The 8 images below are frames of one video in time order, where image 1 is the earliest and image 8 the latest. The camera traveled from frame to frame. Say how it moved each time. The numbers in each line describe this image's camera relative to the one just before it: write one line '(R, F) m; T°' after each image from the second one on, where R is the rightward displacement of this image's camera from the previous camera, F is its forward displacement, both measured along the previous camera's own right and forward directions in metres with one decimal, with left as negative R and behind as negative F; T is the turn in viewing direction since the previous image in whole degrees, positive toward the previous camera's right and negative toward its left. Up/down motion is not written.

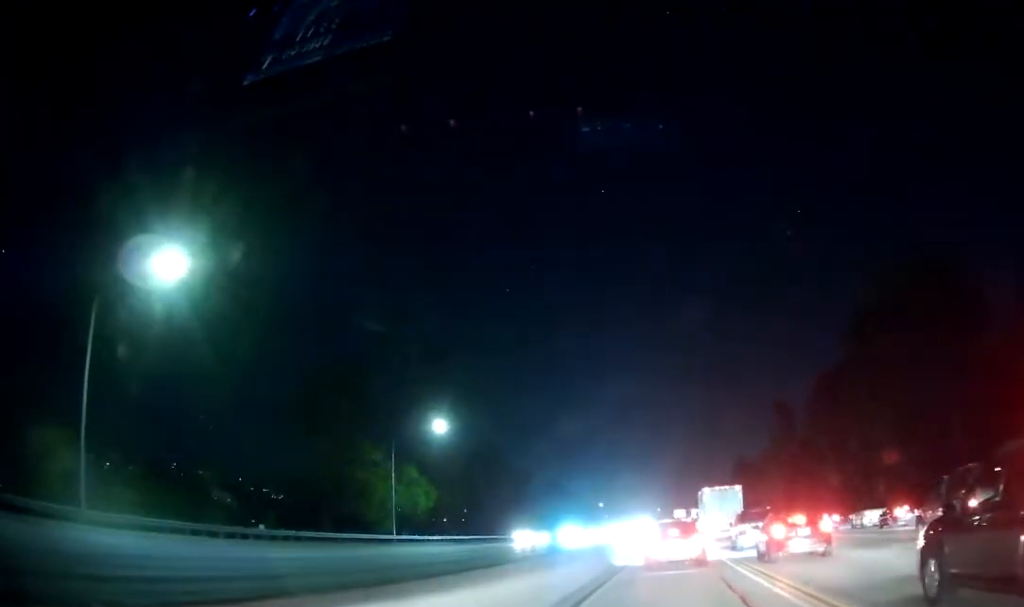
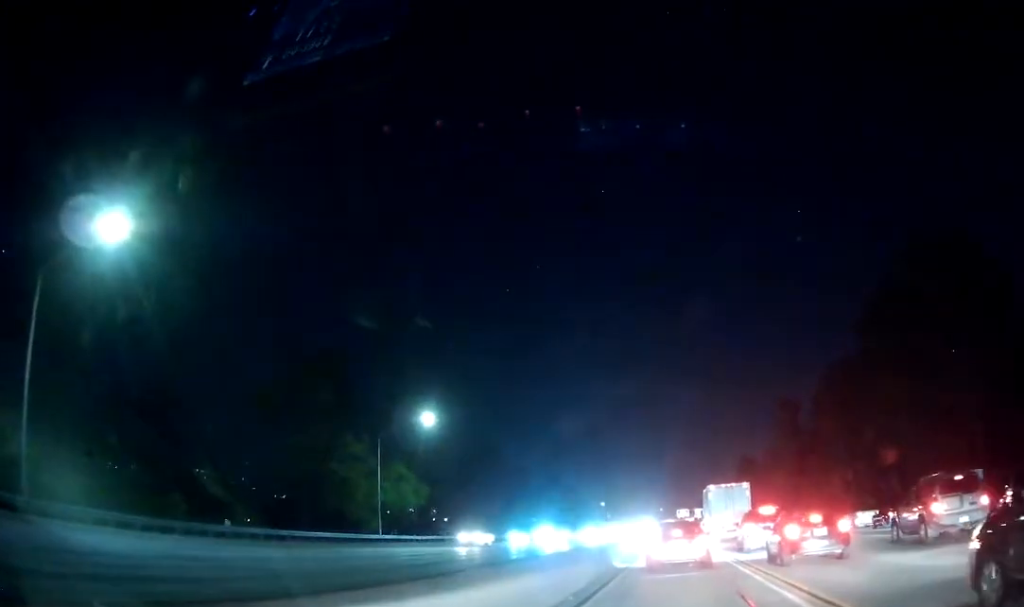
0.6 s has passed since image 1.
(+0.1, +4.8) m; +1°
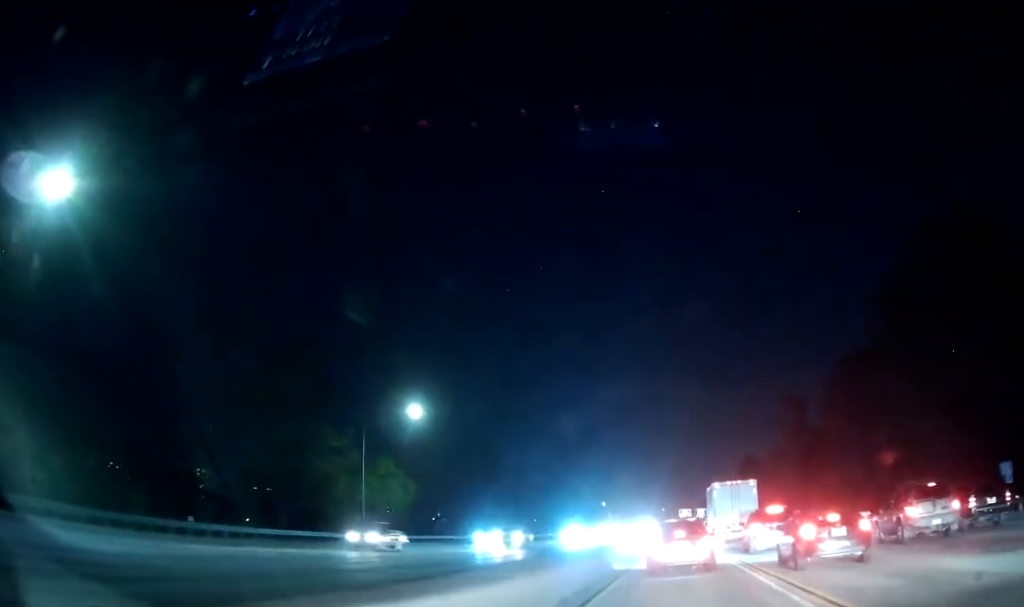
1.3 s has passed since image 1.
(+0.1, +4.7) m; +1°
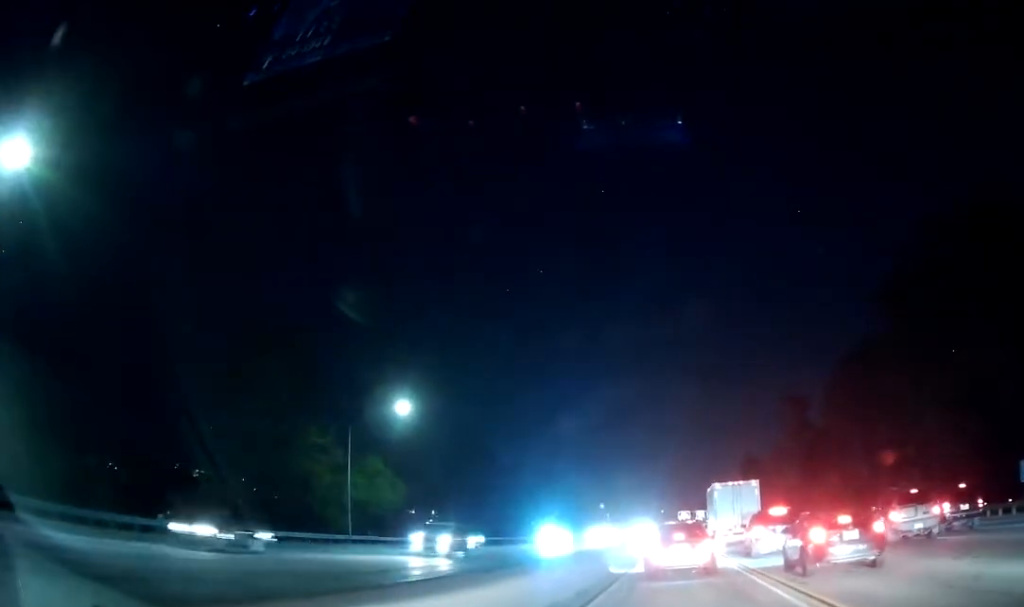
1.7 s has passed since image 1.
(0.0, +3.0) m; -1°
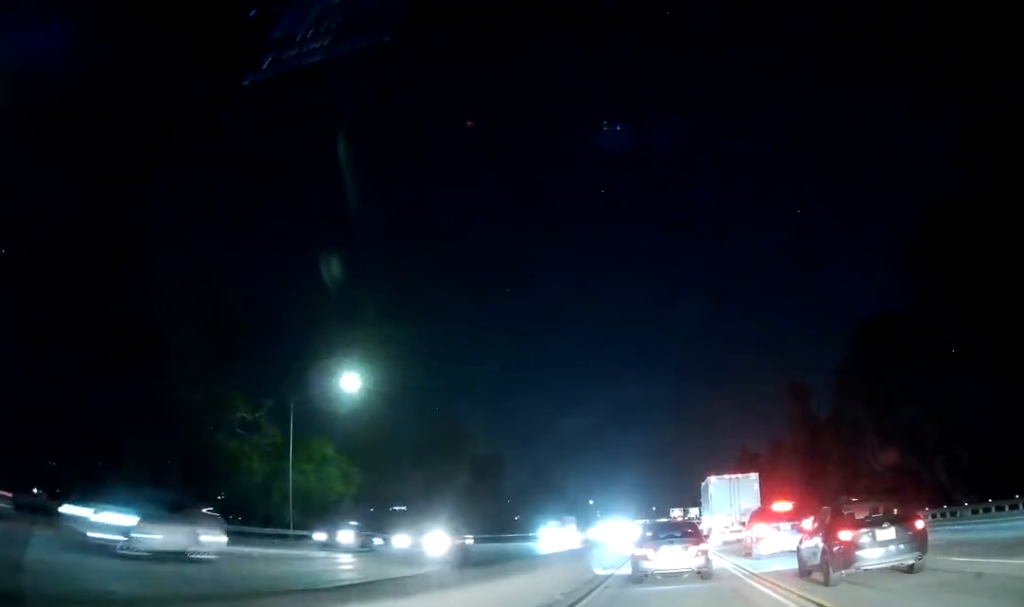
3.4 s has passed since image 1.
(-0.2, +11.1) m; -2°
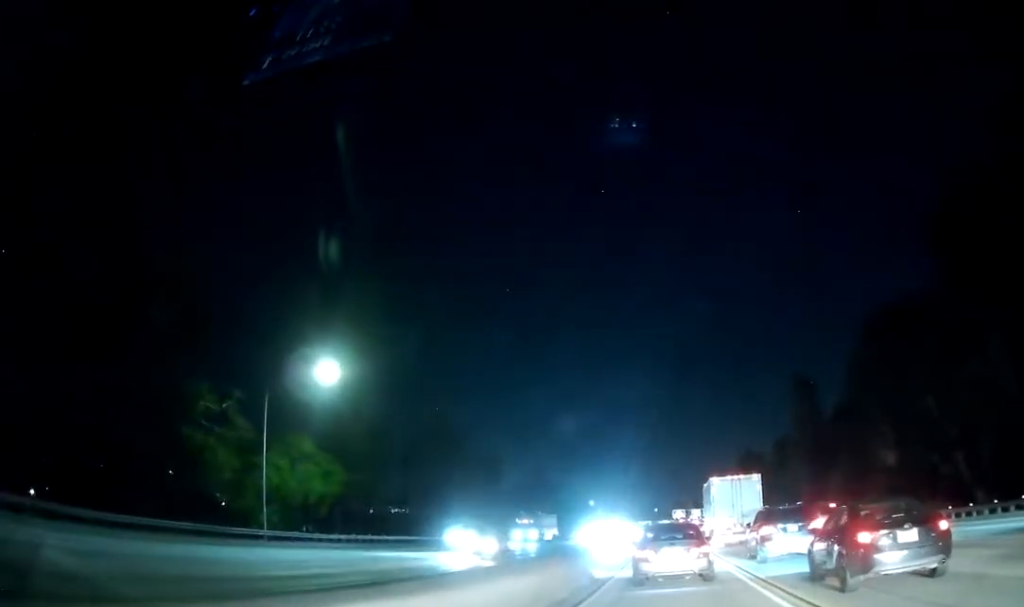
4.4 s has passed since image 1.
(0.0, +5.0) m; +2°
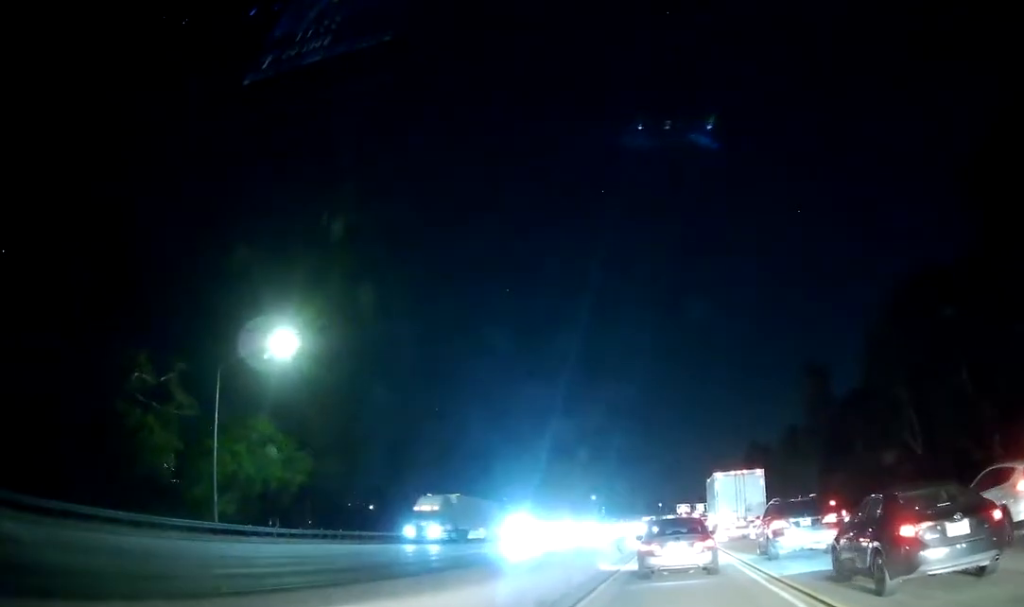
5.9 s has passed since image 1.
(+0.3, +7.0) m; +1°
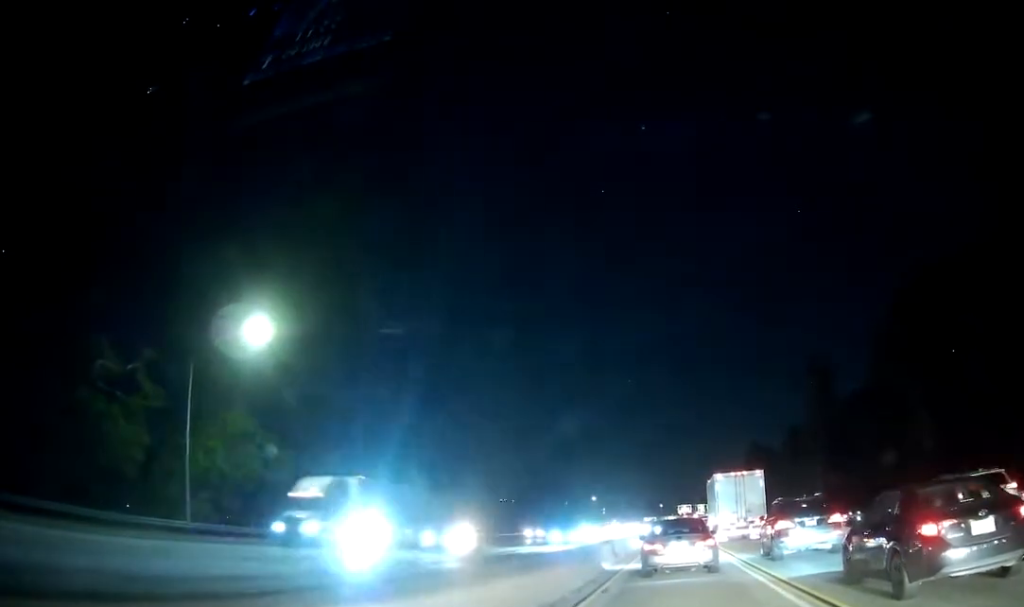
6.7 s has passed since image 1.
(0.0, +3.3) m; -1°
